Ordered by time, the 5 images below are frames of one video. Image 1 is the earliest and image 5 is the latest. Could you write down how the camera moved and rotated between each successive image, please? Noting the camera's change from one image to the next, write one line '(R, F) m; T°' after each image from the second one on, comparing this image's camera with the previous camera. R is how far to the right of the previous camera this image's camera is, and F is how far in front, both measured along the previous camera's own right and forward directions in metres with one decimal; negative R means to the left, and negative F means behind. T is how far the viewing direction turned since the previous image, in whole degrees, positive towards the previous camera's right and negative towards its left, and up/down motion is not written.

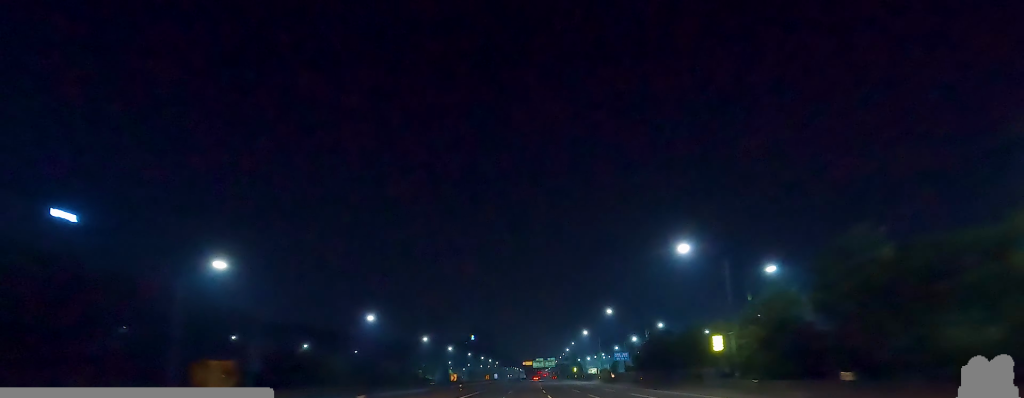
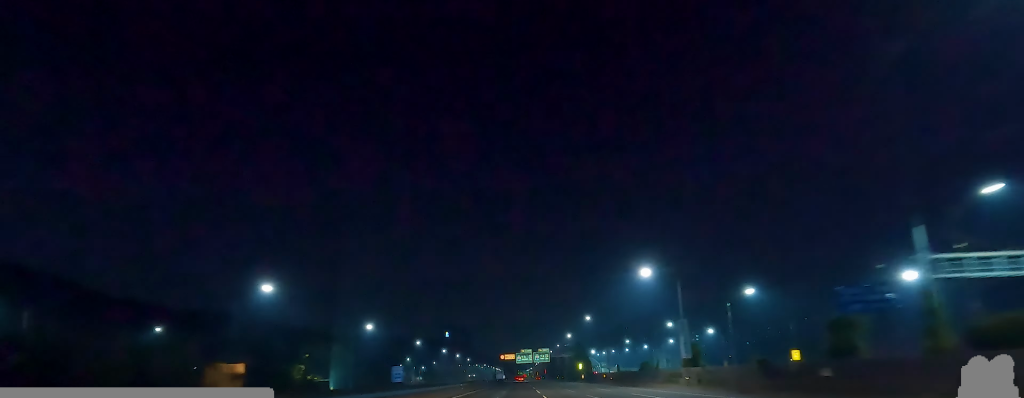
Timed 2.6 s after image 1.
(+4.1, +78.0) m; +3°
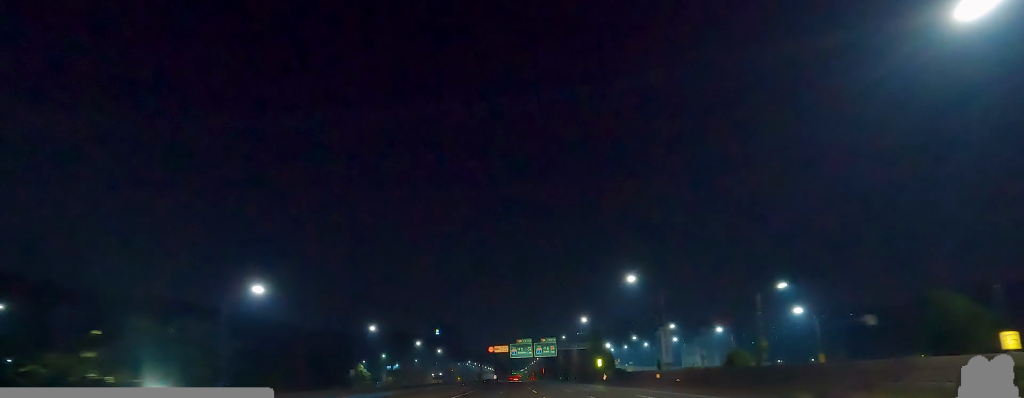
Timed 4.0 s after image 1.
(0.0, +41.8) m; 0°
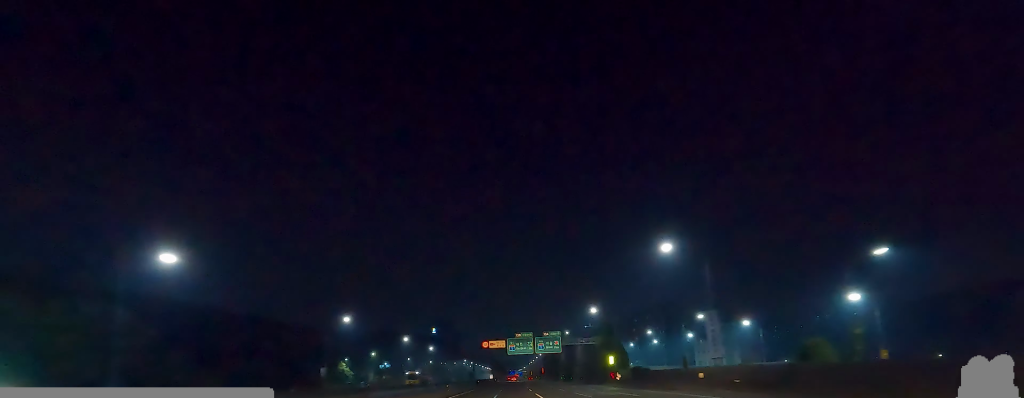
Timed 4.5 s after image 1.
(0.0, +14.8) m; 0°
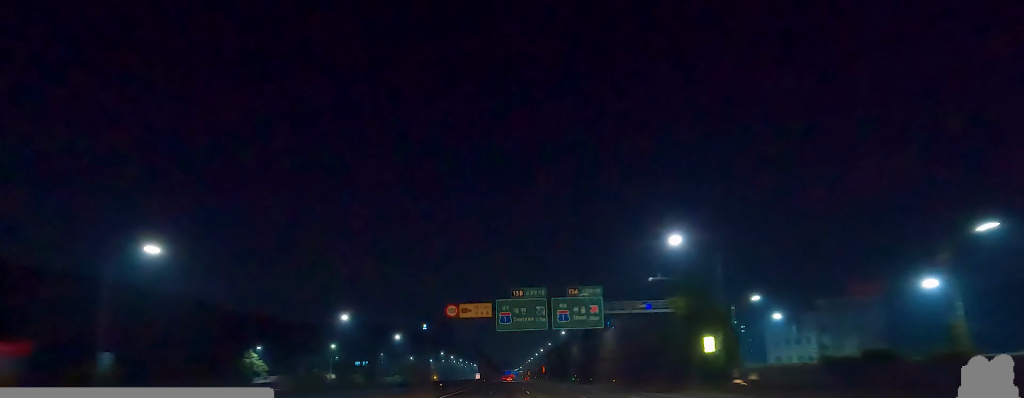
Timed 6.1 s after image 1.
(+0.4, +46.8) m; 0°
